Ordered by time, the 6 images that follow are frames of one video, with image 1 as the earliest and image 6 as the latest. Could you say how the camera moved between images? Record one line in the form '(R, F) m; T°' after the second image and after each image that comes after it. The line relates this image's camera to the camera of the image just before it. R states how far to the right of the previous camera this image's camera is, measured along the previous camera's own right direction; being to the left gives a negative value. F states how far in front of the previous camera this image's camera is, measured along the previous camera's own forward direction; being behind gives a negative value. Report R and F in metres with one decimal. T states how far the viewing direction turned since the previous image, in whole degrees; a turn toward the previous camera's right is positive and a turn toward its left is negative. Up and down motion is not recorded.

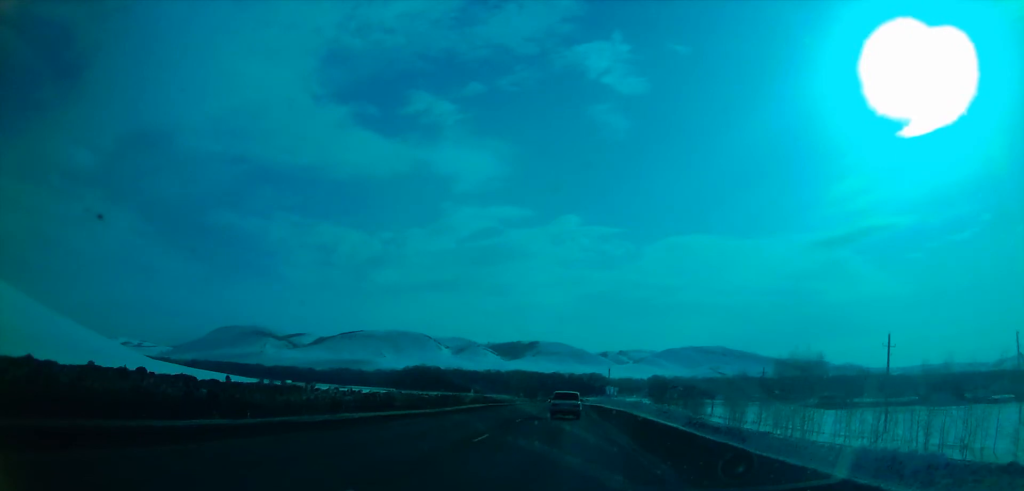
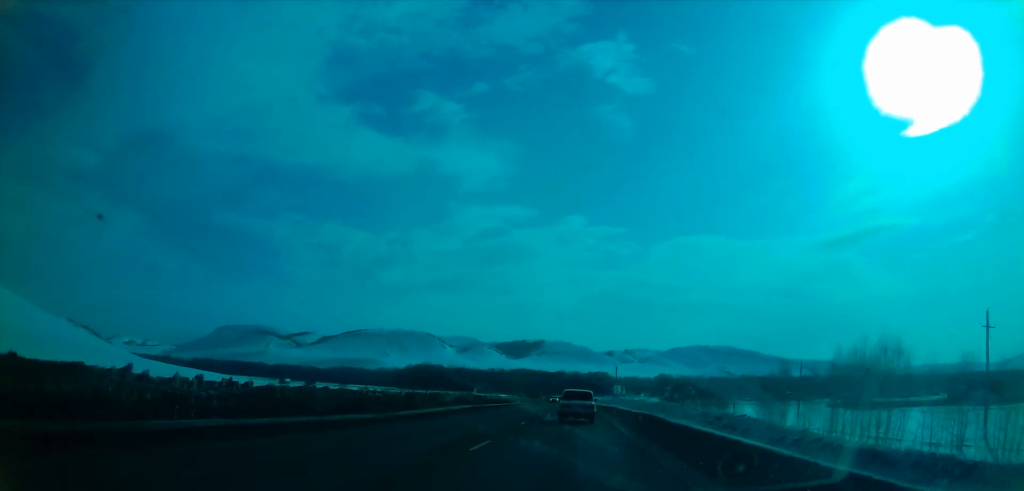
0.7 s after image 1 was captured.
(+0.1, +16.7) m; -1°
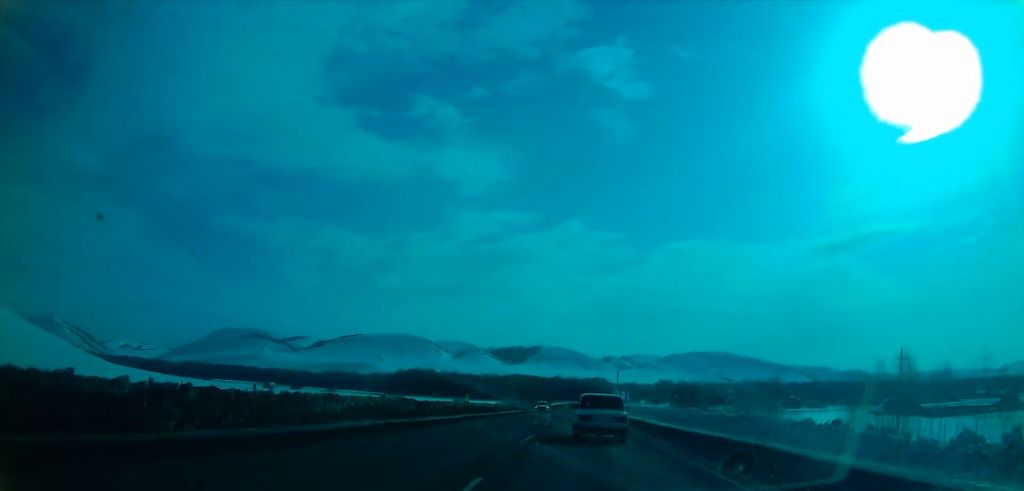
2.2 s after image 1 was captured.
(-0.6, +32.8) m; 0°
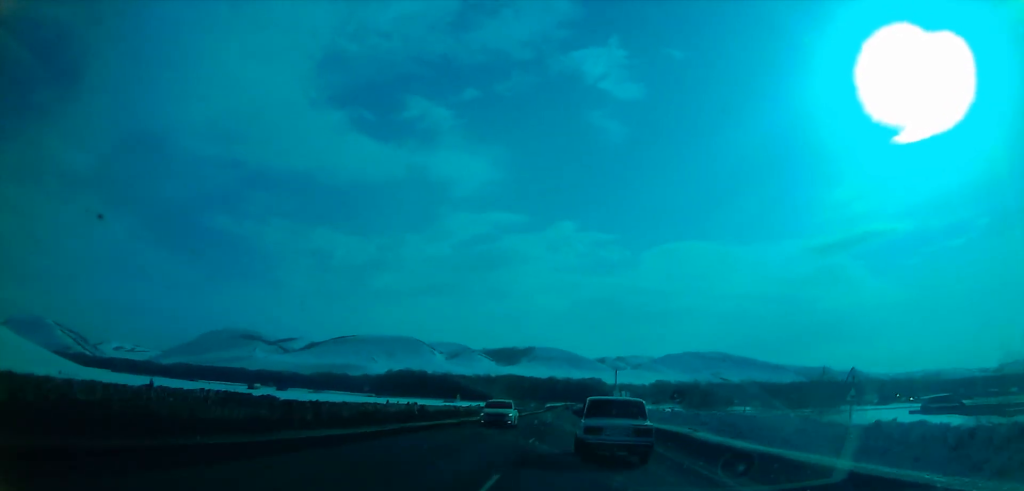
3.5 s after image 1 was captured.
(+0.5, +21.5) m; +1°
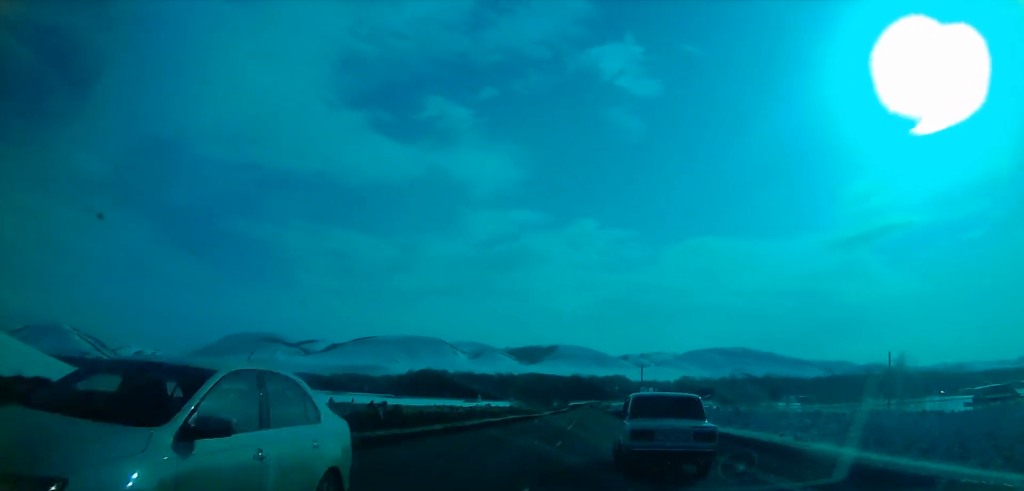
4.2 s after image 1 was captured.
(0.0, +12.7) m; 0°
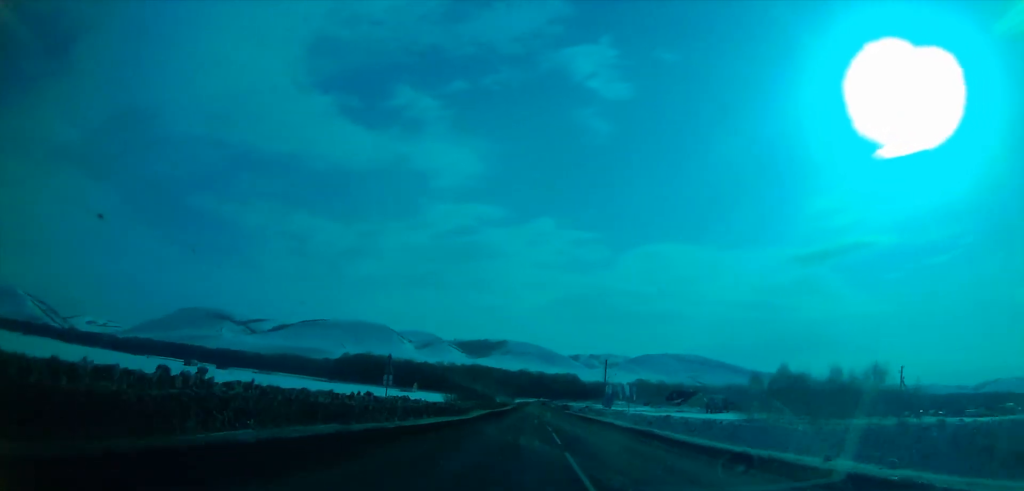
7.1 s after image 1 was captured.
(-1.0, +55.6) m; 0°
